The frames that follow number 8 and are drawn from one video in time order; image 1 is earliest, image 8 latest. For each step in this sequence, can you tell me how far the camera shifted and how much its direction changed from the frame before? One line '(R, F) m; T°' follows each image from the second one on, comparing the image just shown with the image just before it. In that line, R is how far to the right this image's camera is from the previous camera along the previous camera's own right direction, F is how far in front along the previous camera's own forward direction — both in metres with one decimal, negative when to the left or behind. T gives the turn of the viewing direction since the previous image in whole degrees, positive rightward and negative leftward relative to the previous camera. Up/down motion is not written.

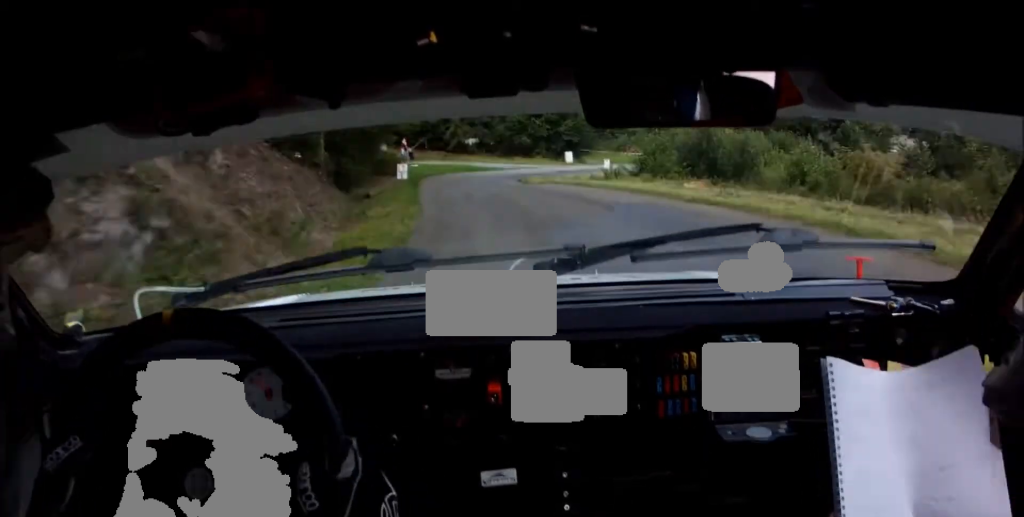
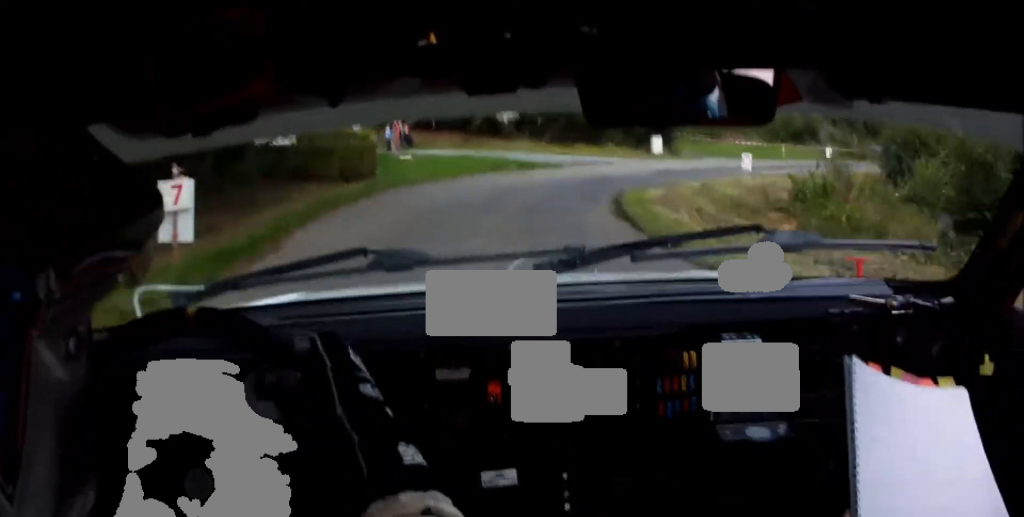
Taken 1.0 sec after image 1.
(-0.4, +23.2) m; +6°
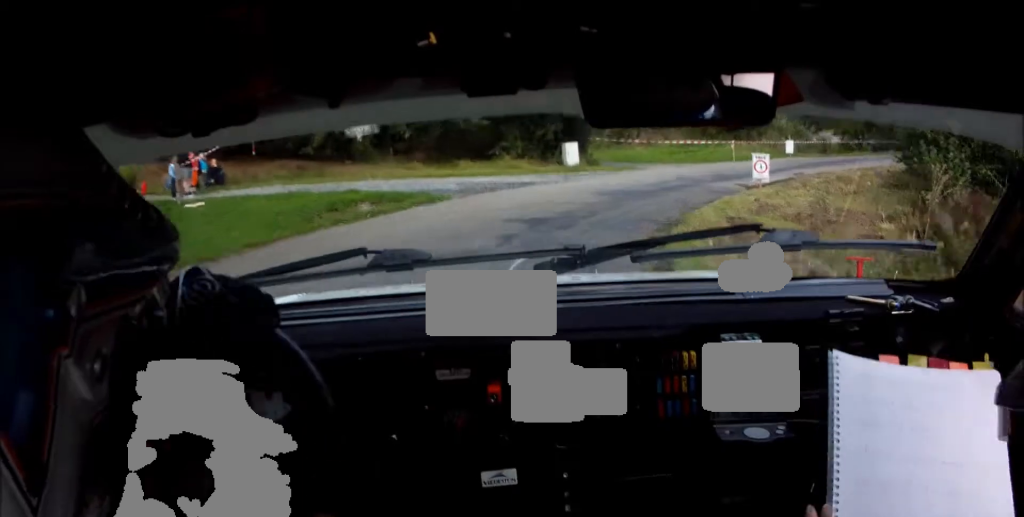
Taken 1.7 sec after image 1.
(+0.3, +12.9) m; +12°
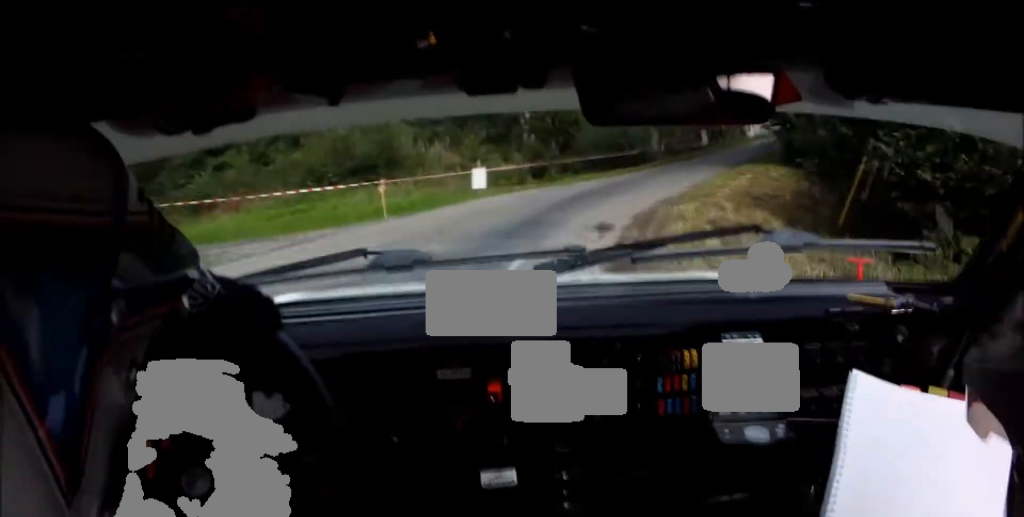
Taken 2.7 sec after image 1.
(+4.1, +18.2) m; +24°
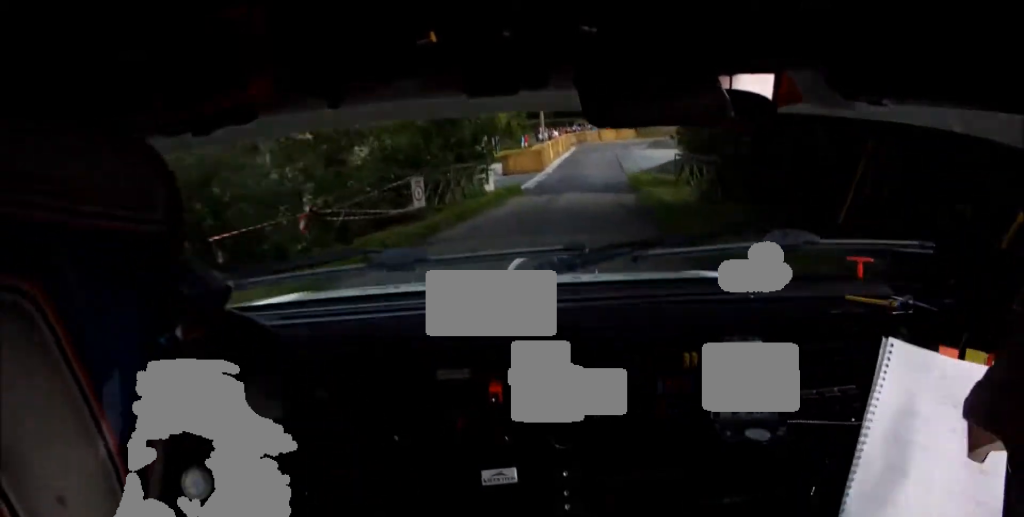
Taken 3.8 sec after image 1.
(+5.3, +25.2) m; +17°
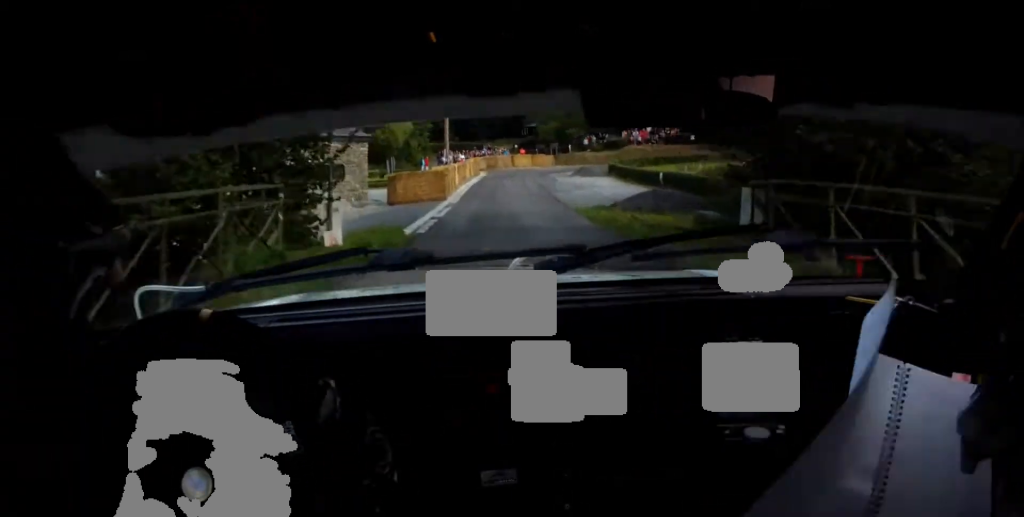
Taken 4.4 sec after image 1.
(+1.0, +14.5) m; +4°
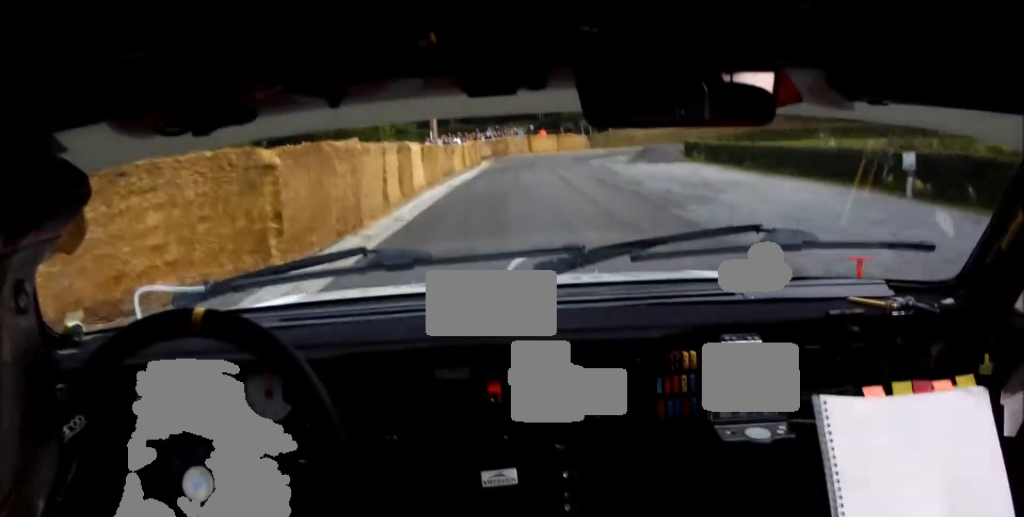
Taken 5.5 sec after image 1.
(+0.2, +24.8) m; -1°
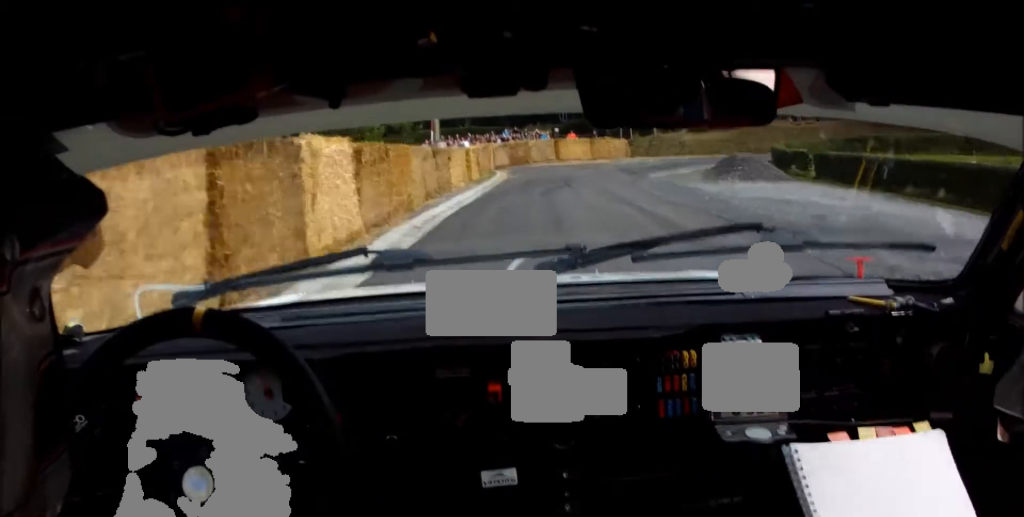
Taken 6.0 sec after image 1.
(-0.2, +10.2) m; +3°
